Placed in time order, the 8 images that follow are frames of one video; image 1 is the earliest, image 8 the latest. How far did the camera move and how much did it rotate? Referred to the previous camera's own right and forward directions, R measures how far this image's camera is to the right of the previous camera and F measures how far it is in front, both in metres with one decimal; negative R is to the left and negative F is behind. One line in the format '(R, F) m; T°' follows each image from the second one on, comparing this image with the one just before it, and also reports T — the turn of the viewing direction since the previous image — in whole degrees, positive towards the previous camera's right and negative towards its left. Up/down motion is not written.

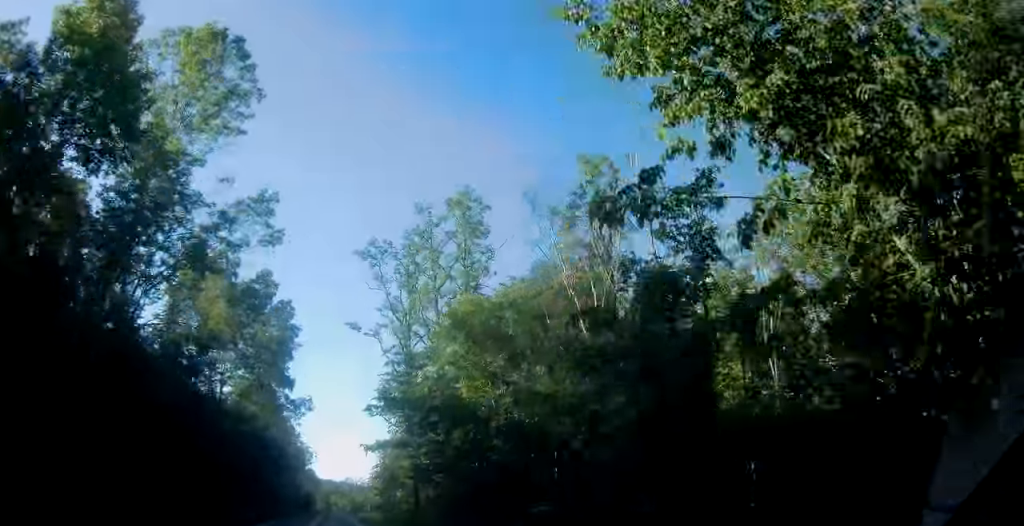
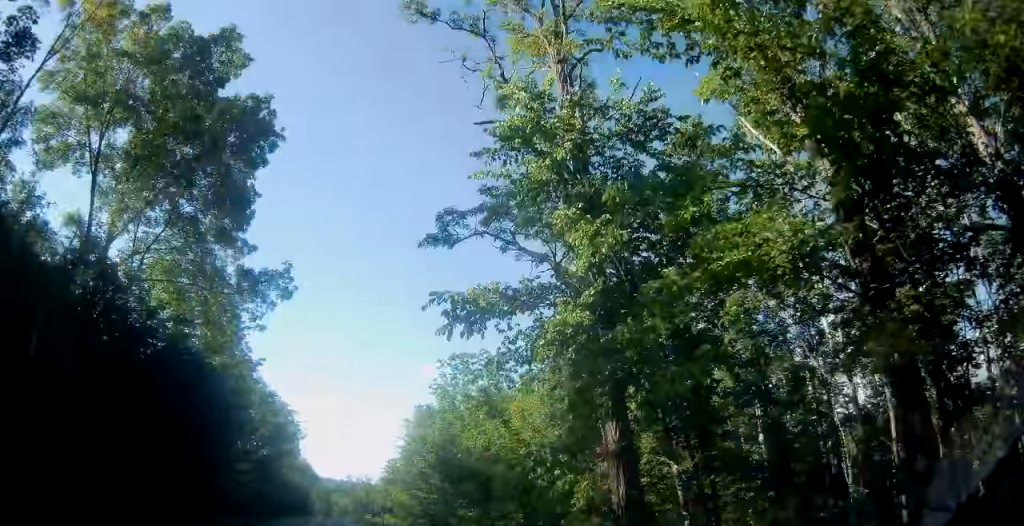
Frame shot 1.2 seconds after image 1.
(-0.3, +30.5) m; -1°
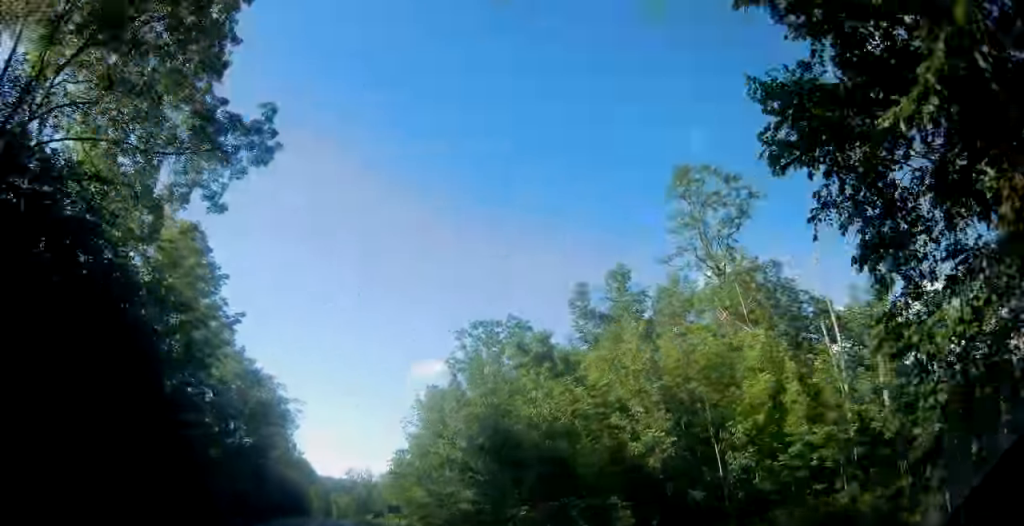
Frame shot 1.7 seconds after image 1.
(-0.1, +10.6) m; 0°
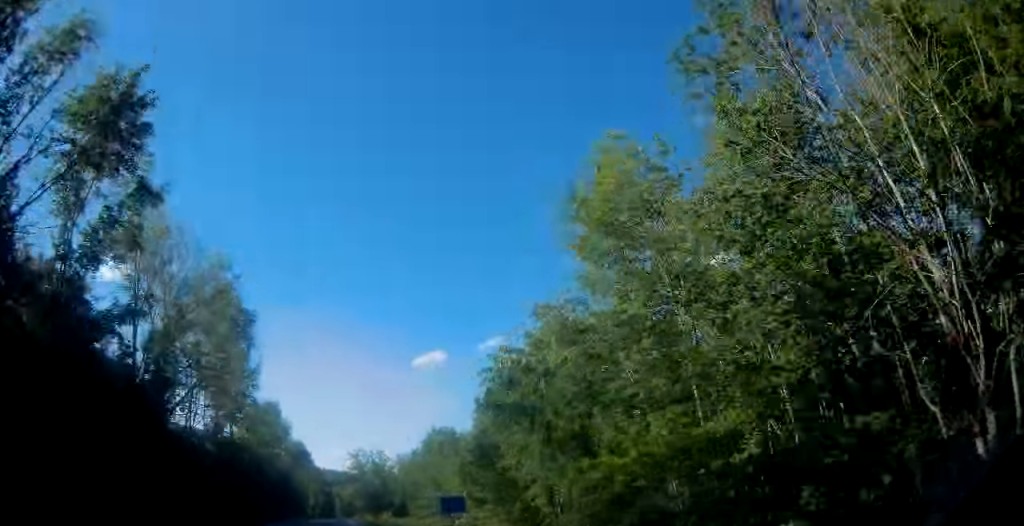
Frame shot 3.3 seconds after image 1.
(+0.4, +38.8) m; 0°
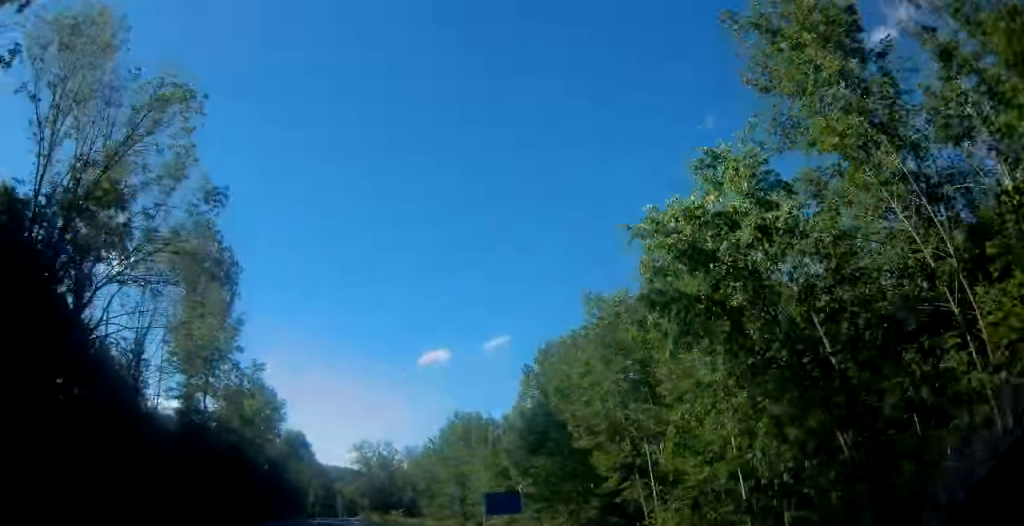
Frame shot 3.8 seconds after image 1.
(0.0, +11.8) m; 0°
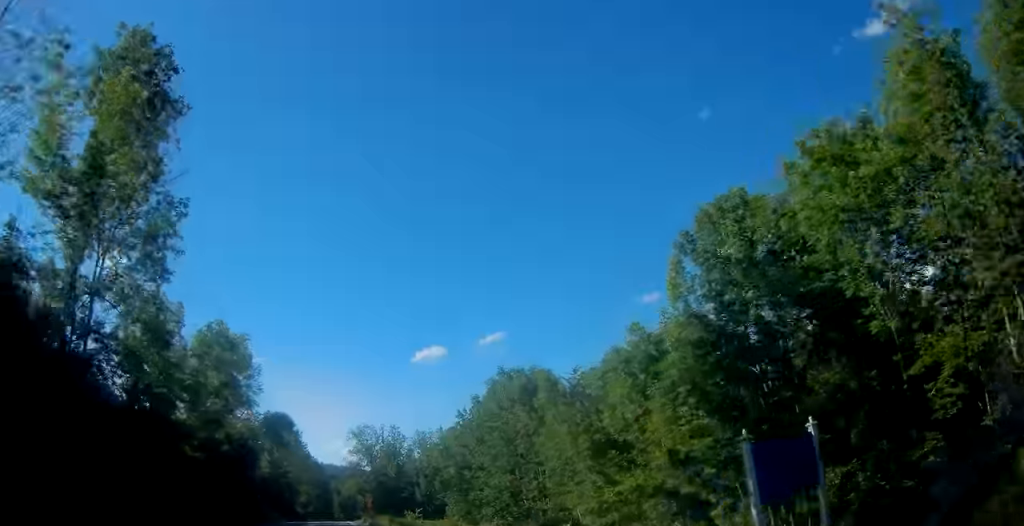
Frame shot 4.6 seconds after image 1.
(-0.2, +19.8) m; 0°
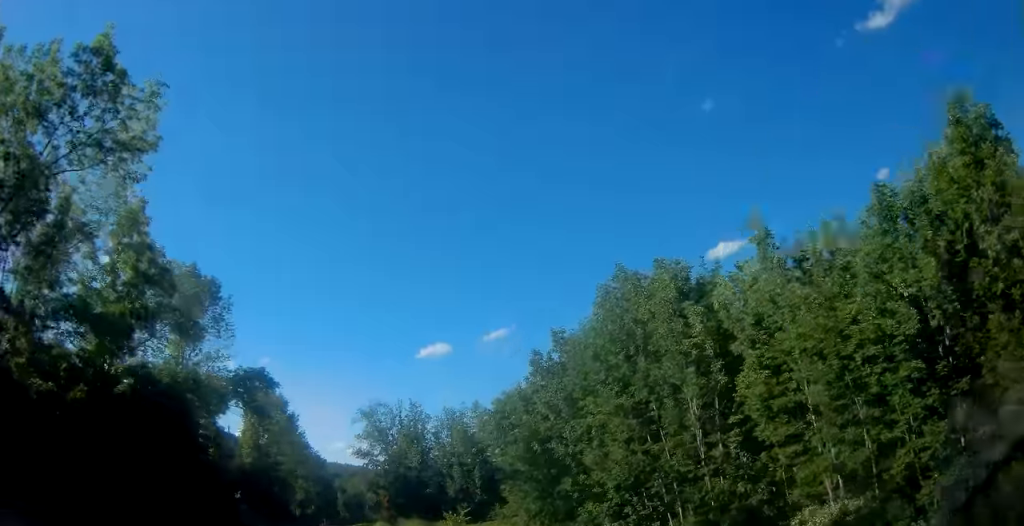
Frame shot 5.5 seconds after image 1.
(+0.3, +19.7) m; 0°
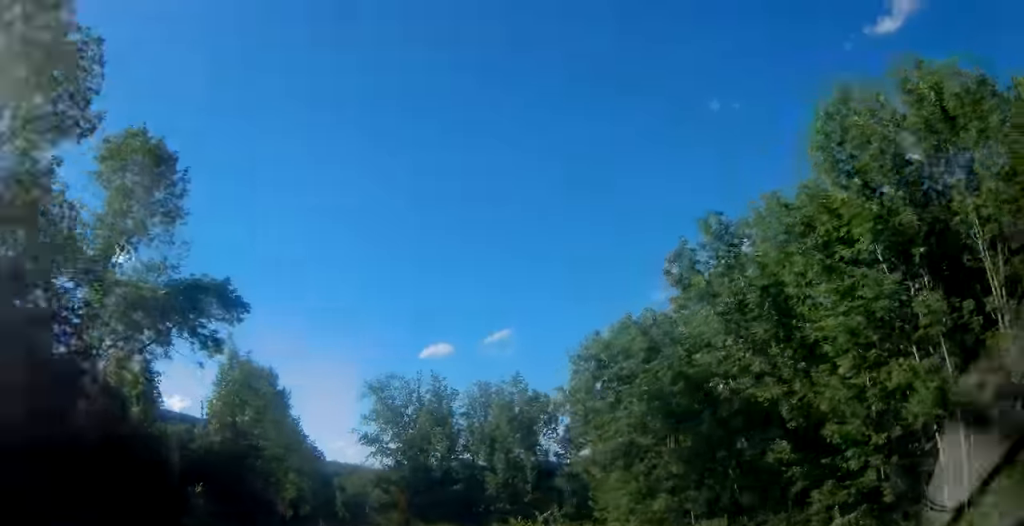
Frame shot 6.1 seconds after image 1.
(-0.2, +15.6) m; 0°
